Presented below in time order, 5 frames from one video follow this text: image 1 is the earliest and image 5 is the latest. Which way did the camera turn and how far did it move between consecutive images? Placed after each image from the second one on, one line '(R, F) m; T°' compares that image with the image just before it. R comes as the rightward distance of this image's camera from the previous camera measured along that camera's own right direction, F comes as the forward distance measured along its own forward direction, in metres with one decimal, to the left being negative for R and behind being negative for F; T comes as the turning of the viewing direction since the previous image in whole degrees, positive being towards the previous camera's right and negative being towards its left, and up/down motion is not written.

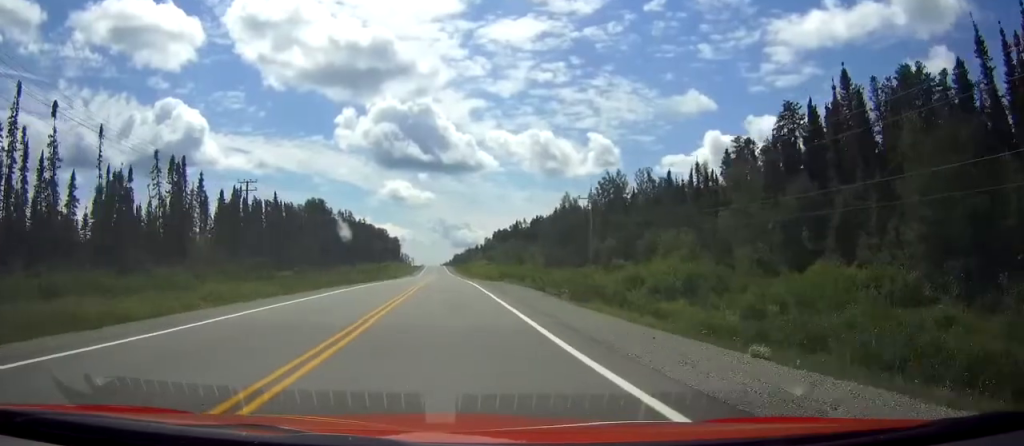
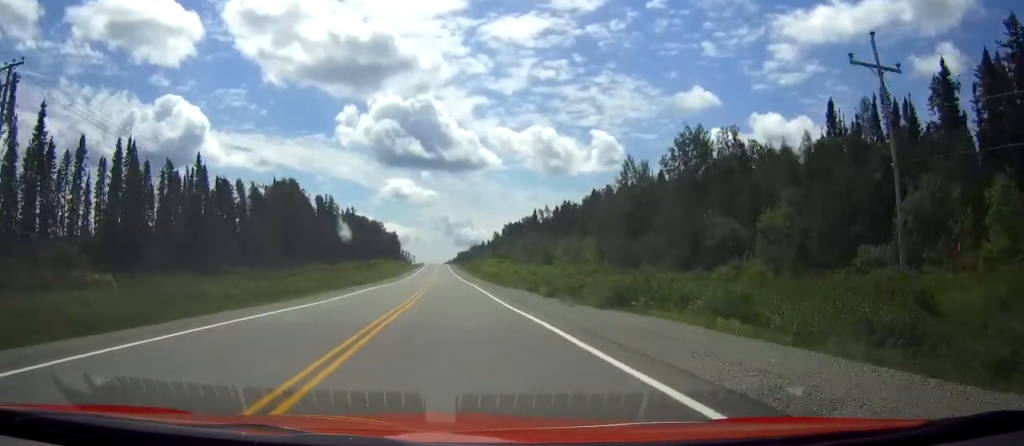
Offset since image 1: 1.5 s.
(-0.1, +47.1) m; 0°
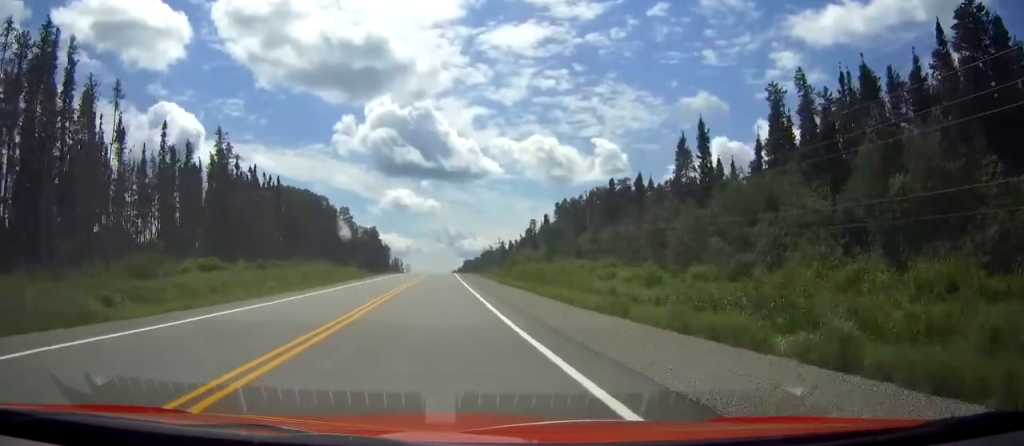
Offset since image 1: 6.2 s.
(-0.8, +150.4) m; -1°
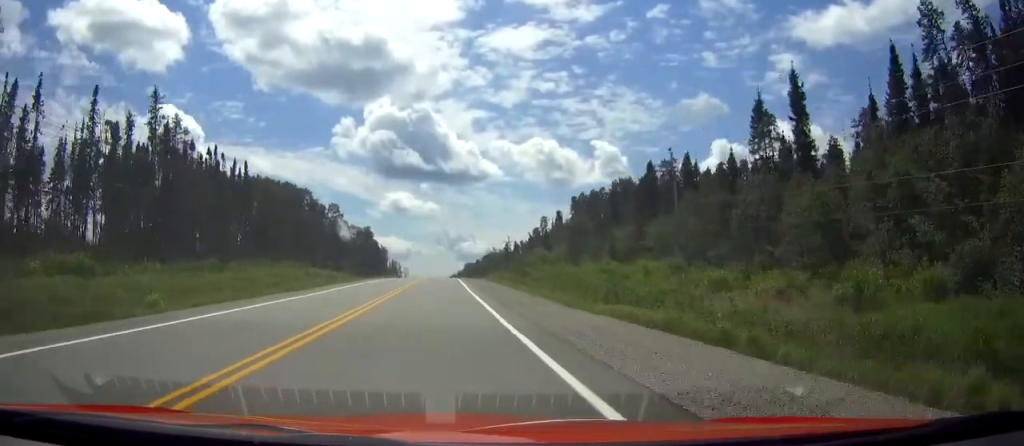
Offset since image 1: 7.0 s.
(0.0, +24.1) m; 0°
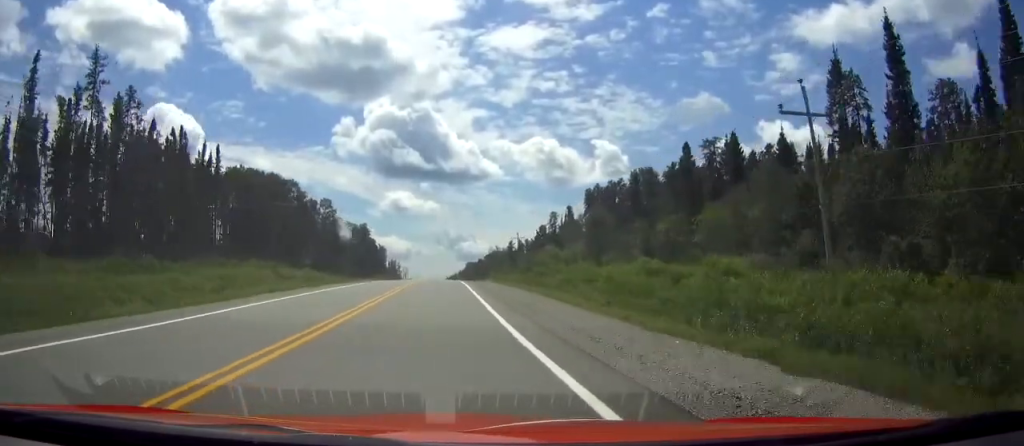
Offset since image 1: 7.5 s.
(0.0, +15.7) m; 0°
